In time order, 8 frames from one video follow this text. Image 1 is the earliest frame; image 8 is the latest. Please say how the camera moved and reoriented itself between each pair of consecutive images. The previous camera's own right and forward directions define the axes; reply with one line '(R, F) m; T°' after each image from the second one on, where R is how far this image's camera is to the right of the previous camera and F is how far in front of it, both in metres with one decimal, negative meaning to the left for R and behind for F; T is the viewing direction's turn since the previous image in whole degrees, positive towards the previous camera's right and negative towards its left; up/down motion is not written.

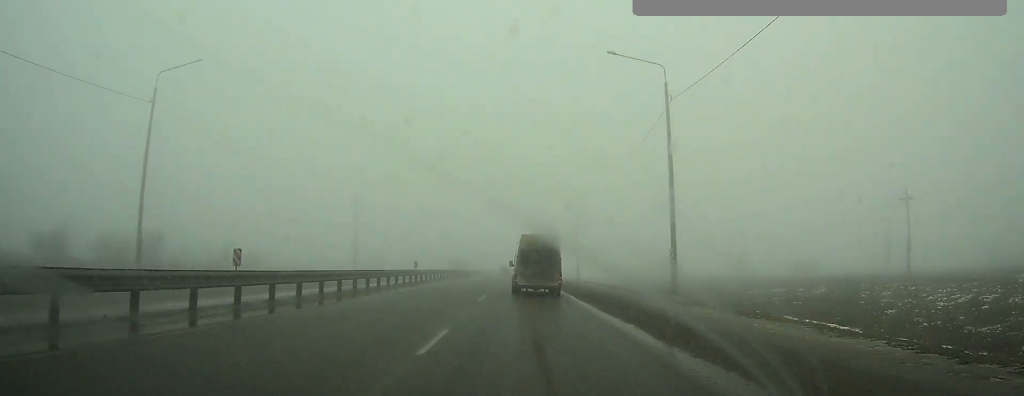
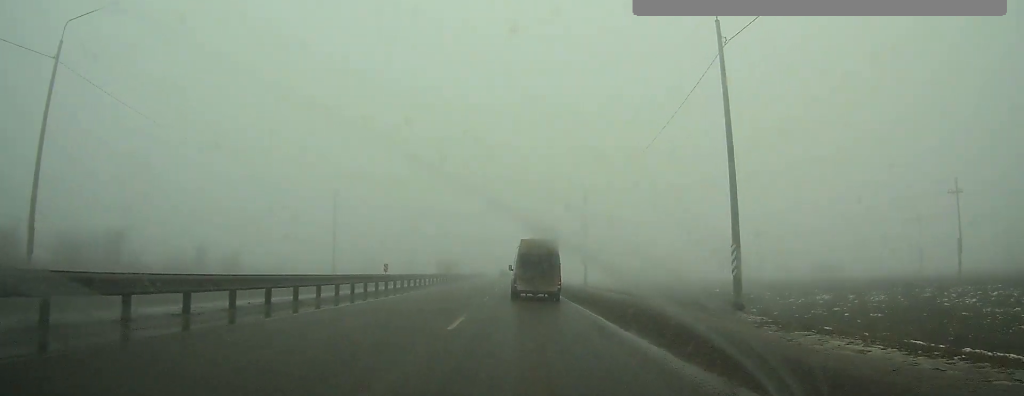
(0.0, +7.2) m; 0°
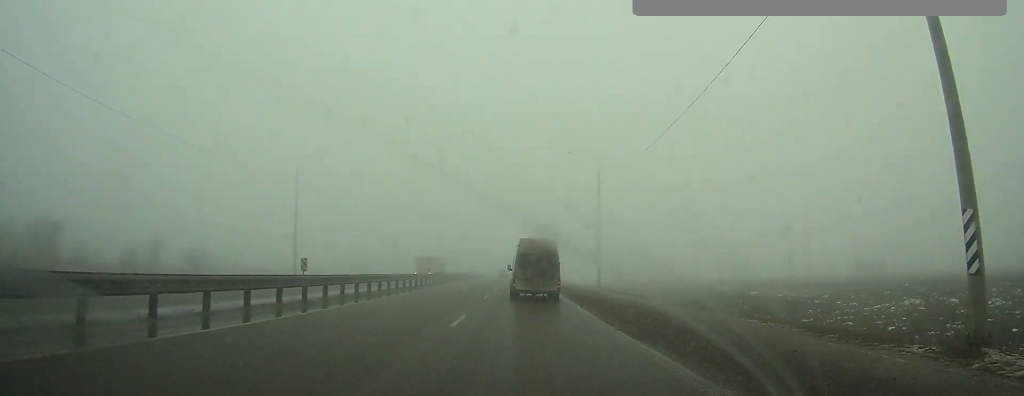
(0.0, +10.3) m; 0°
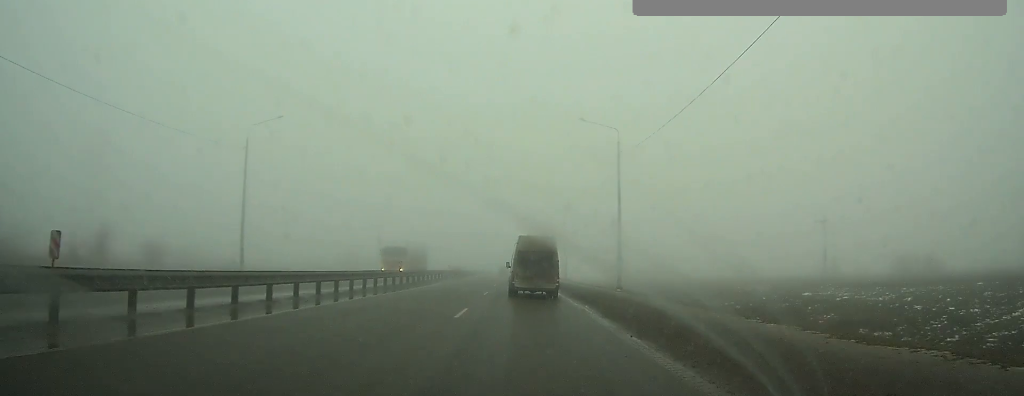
(0.0, +10.1) m; 0°
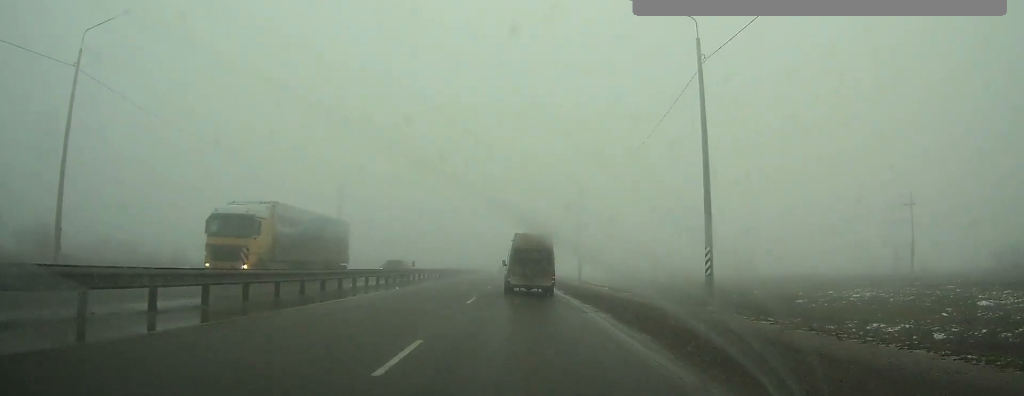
(0.0, +21.7) m; 0°
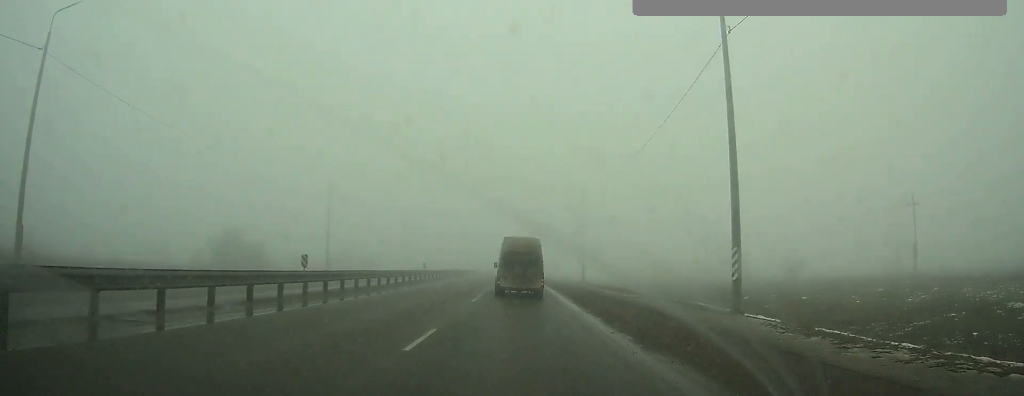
(-0.1, +49.7) m; 0°
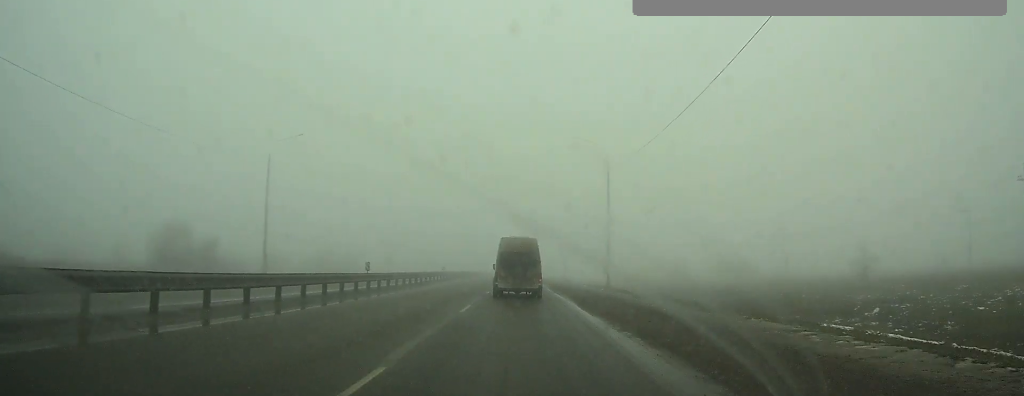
(0.0, +16.3) m; 0°
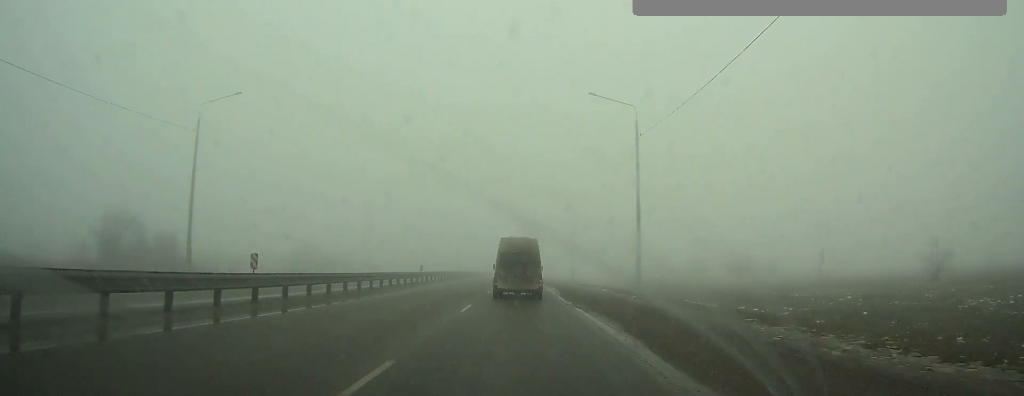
(0.0, +11.4) m; 0°
